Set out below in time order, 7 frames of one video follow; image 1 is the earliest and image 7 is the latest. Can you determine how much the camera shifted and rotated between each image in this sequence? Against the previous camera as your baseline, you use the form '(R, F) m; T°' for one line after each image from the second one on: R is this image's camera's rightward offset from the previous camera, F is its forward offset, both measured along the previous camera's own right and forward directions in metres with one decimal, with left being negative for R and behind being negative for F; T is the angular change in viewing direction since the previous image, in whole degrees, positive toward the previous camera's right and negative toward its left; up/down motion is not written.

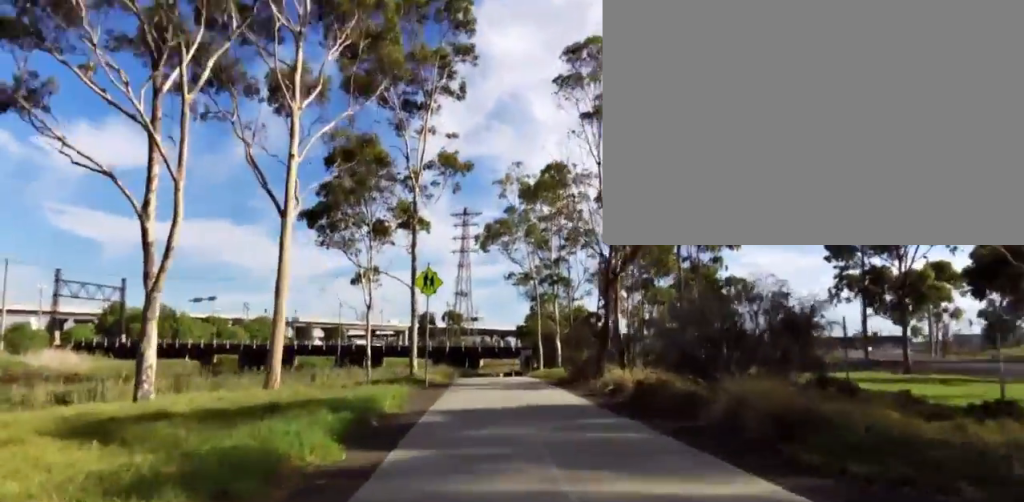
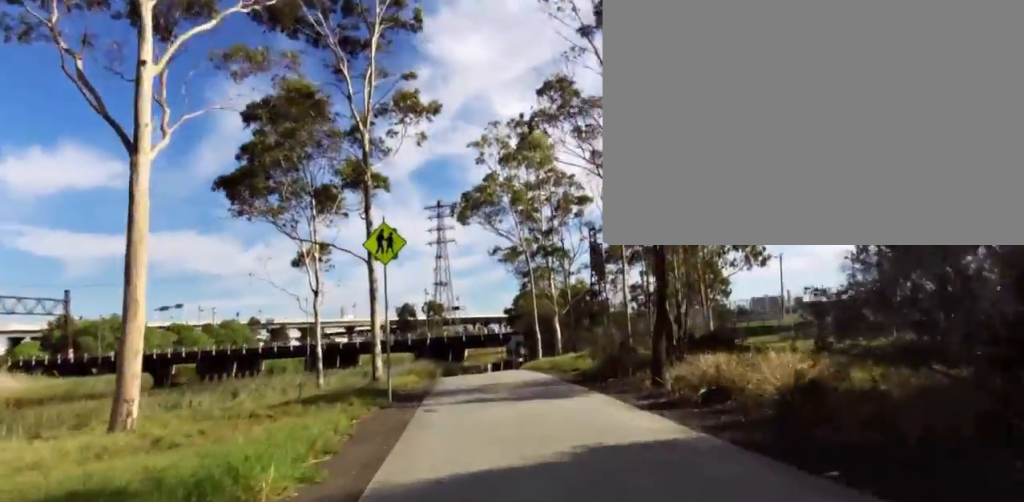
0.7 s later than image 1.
(-0.1, +5.8) m; -2°
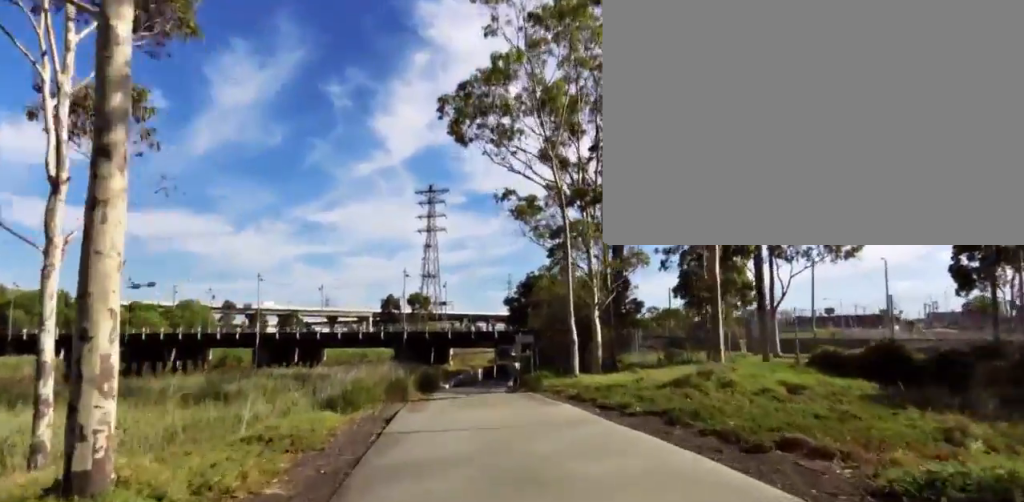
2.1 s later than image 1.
(-0.7, +11.8) m; +1°
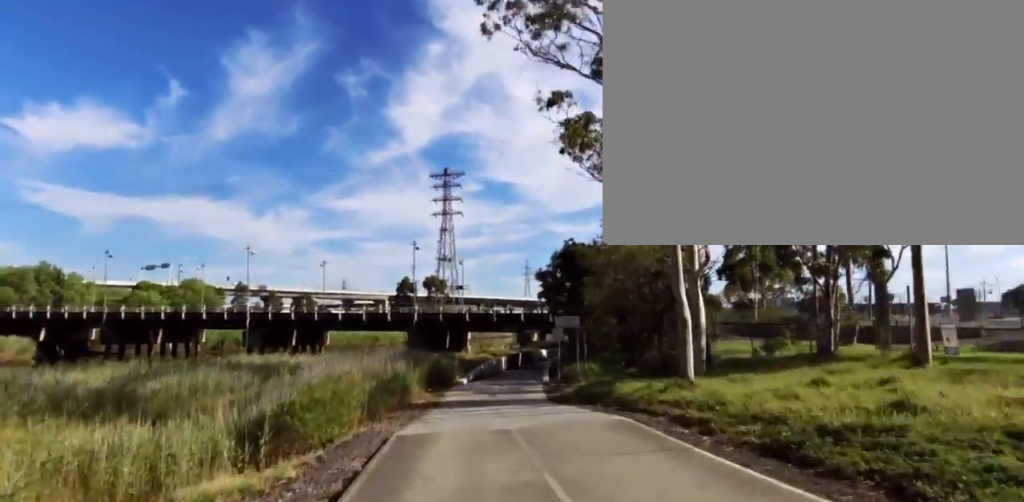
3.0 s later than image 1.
(+0.6, +7.3) m; +1°
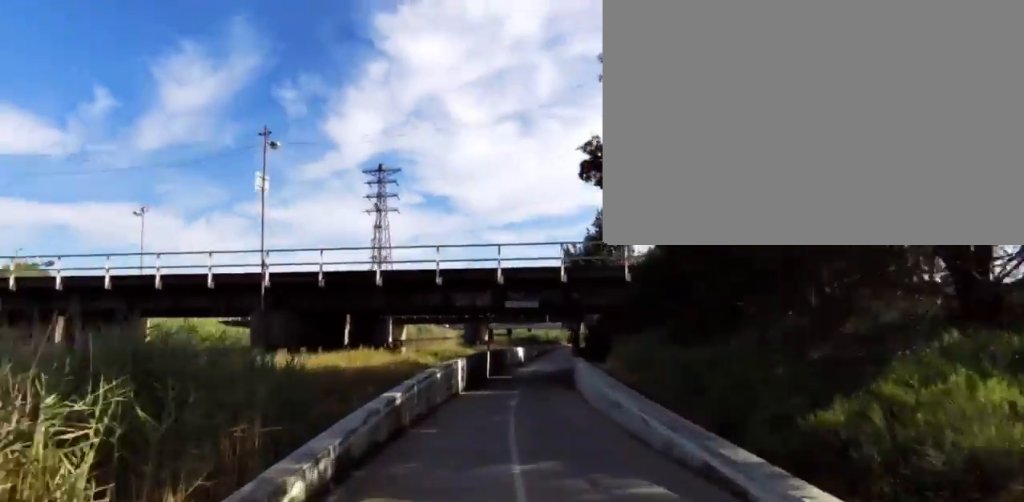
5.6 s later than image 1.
(+1.2, +22.5) m; +11°
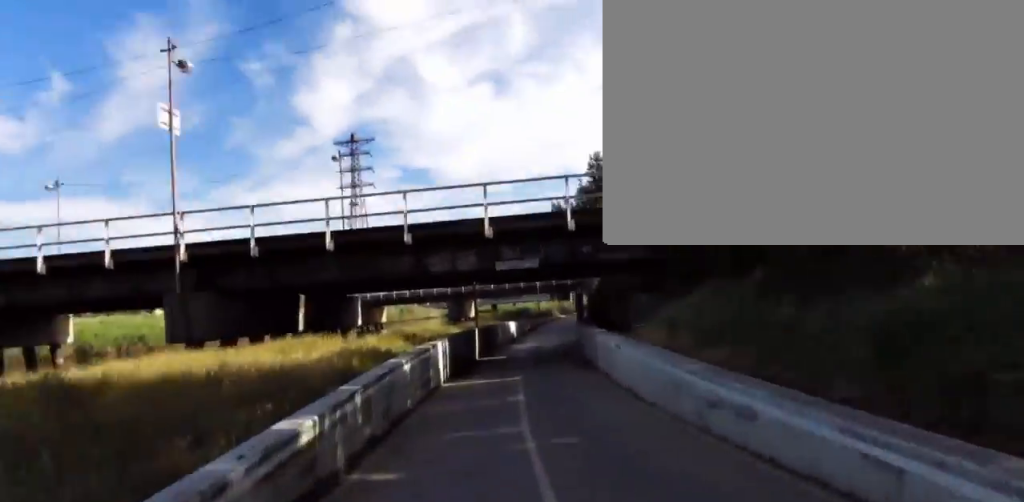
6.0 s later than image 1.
(-0.1, +4.2) m; +3°
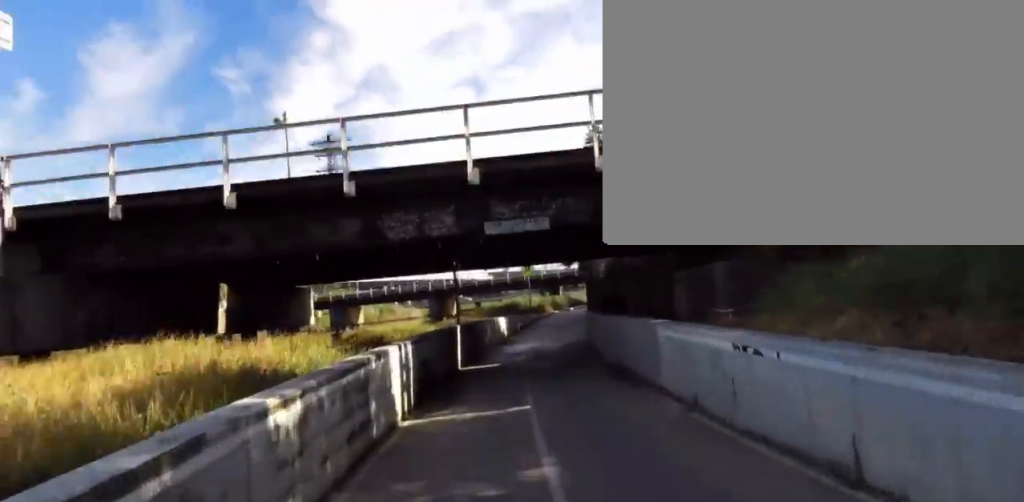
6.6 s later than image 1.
(+0.1, +4.9) m; +2°
